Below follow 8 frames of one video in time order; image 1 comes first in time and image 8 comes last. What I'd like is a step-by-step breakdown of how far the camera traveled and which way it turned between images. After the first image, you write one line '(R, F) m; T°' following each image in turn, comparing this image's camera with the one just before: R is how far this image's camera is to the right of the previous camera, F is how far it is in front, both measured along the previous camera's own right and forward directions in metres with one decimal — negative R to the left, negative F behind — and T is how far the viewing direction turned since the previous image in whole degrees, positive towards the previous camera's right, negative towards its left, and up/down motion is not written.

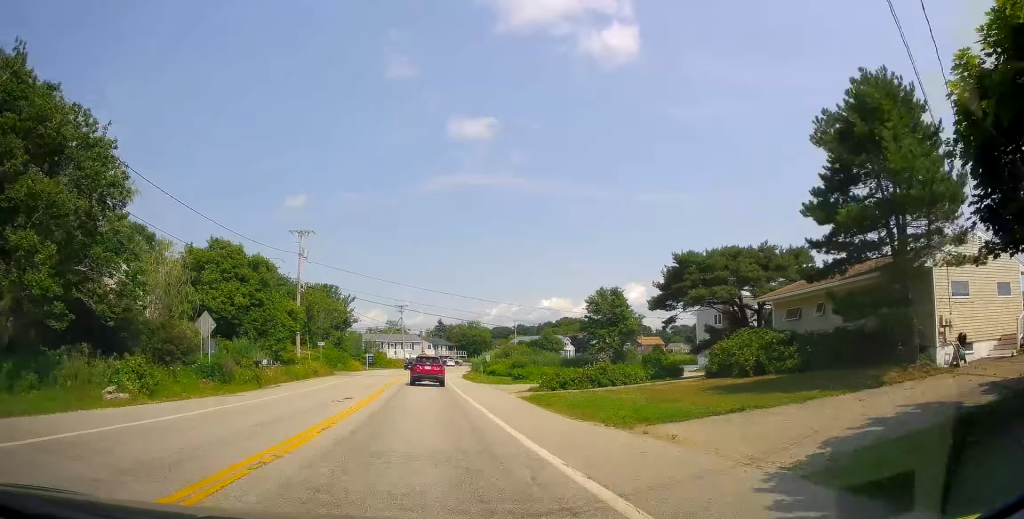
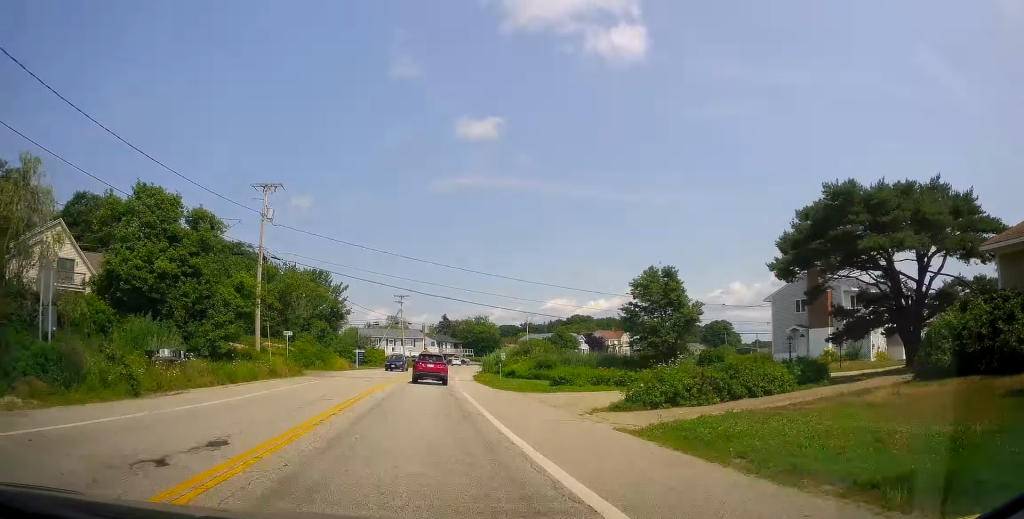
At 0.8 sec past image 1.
(-0.2, +13.3) m; -1°
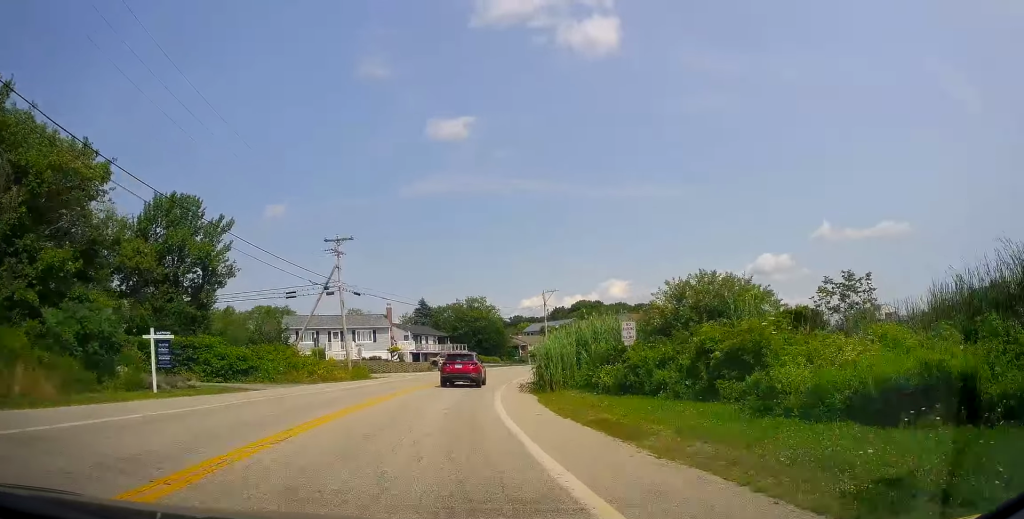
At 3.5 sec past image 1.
(+1.0, +44.9) m; +3°
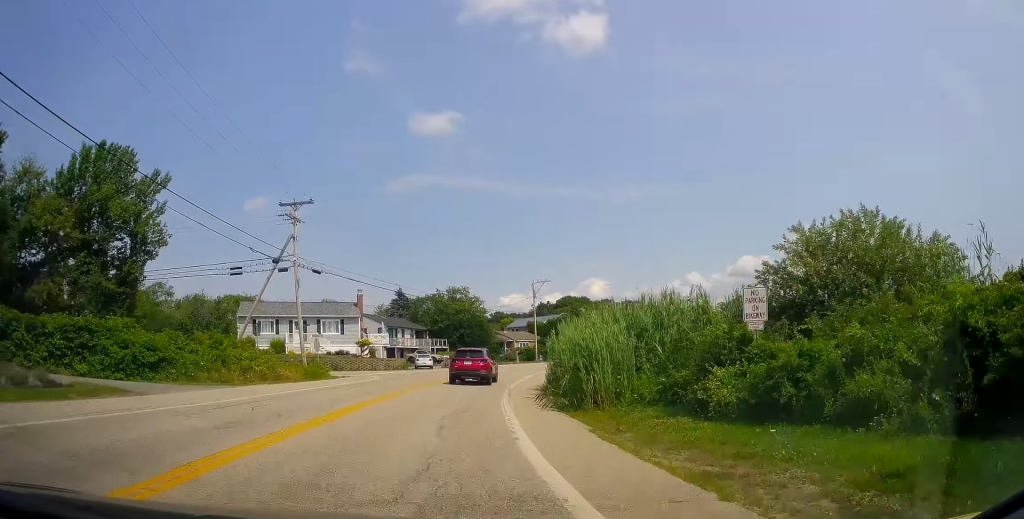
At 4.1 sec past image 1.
(0.0, +9.0) m; +3°
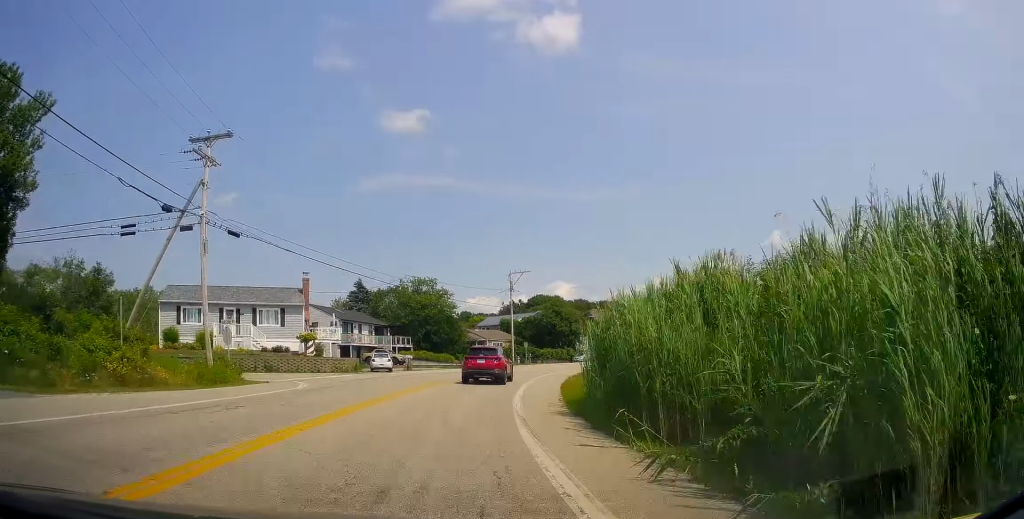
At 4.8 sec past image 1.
(+0.5, +10.9) m; +4°
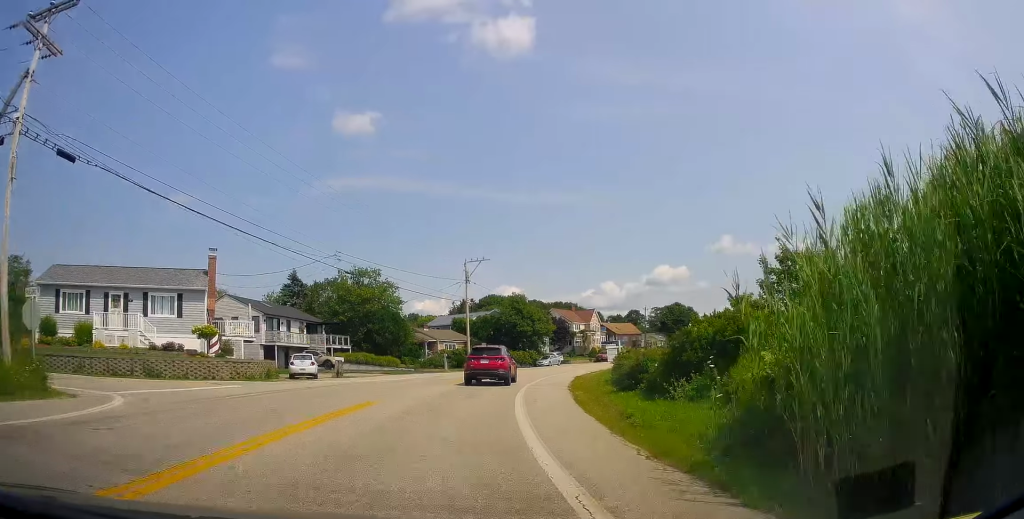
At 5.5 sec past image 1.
(+0.4, +11.3) m; +4°
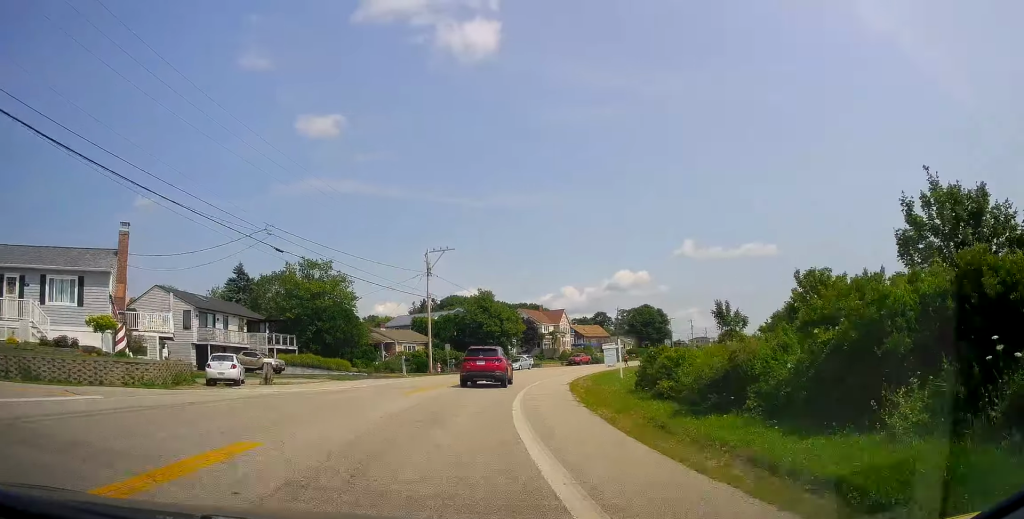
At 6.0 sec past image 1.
(+0.1, +7.7) m; +3°
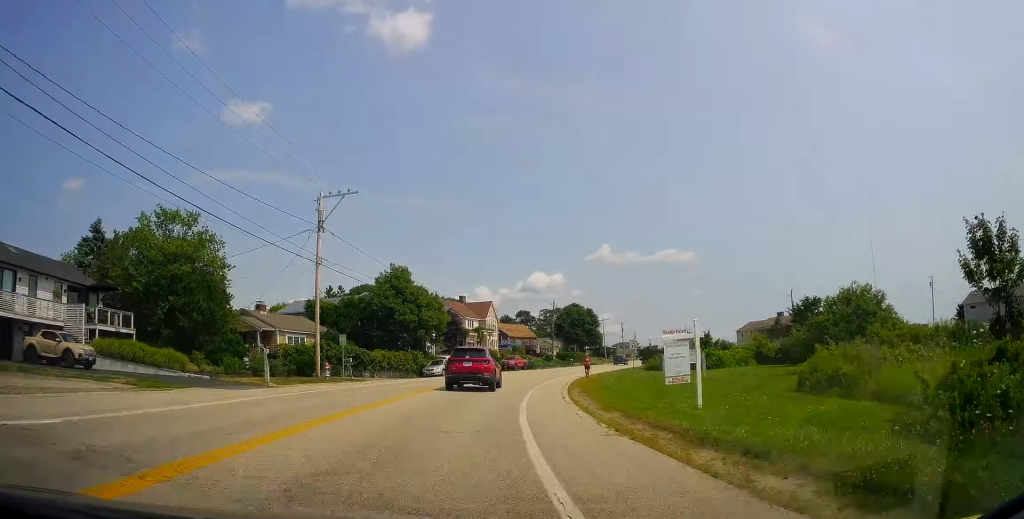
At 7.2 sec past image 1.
(+1.3, +17.5) m; +7°
